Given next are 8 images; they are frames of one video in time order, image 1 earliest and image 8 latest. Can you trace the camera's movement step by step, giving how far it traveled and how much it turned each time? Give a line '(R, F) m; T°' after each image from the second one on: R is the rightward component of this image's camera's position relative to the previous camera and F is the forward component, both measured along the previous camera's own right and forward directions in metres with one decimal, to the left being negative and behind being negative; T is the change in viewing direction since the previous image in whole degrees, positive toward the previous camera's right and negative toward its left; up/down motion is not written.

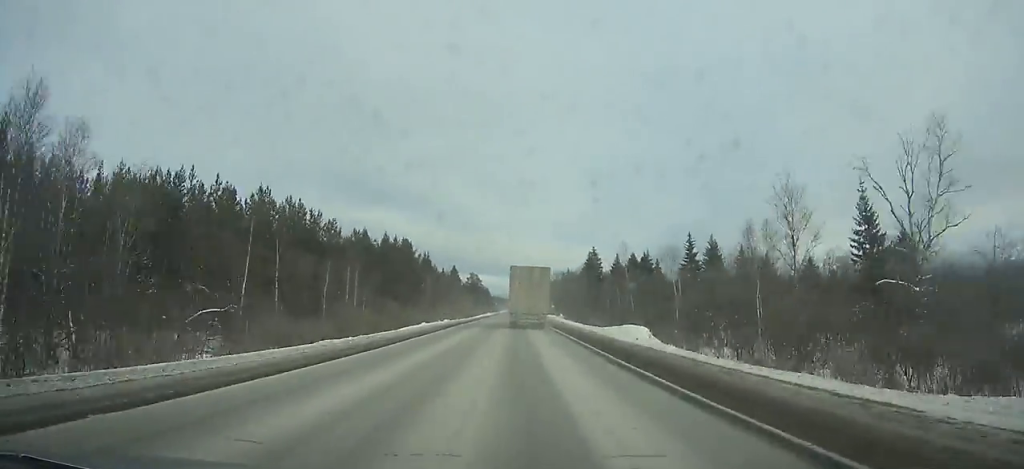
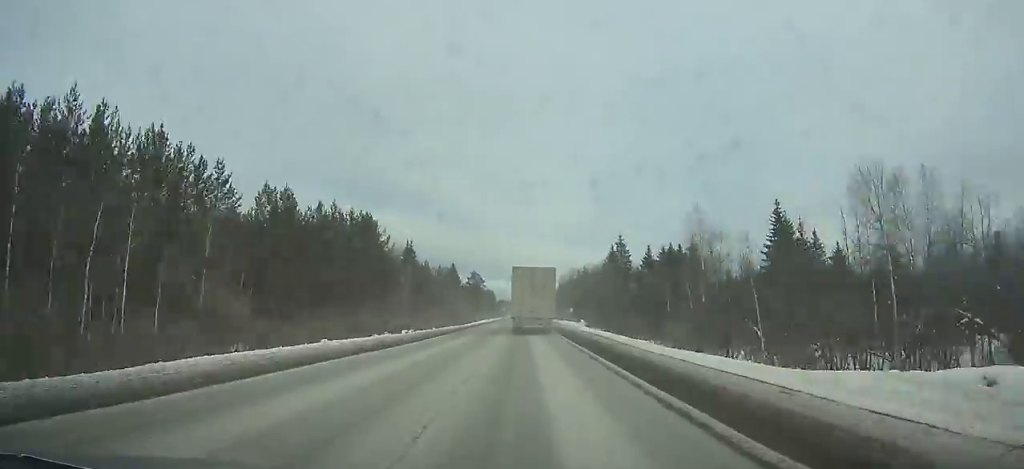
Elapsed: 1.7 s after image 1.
(+0.2, +35.4) m; 0°
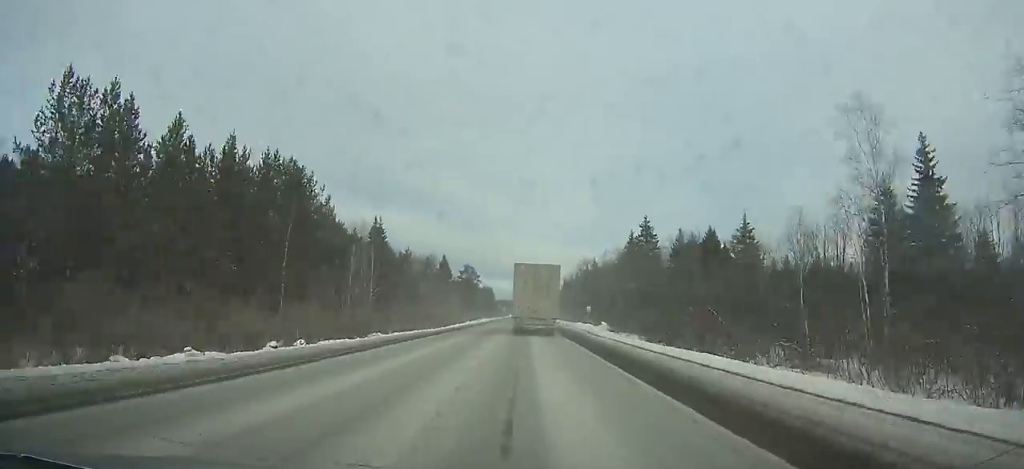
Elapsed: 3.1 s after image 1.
(-0.1, +28.7) m; 0°
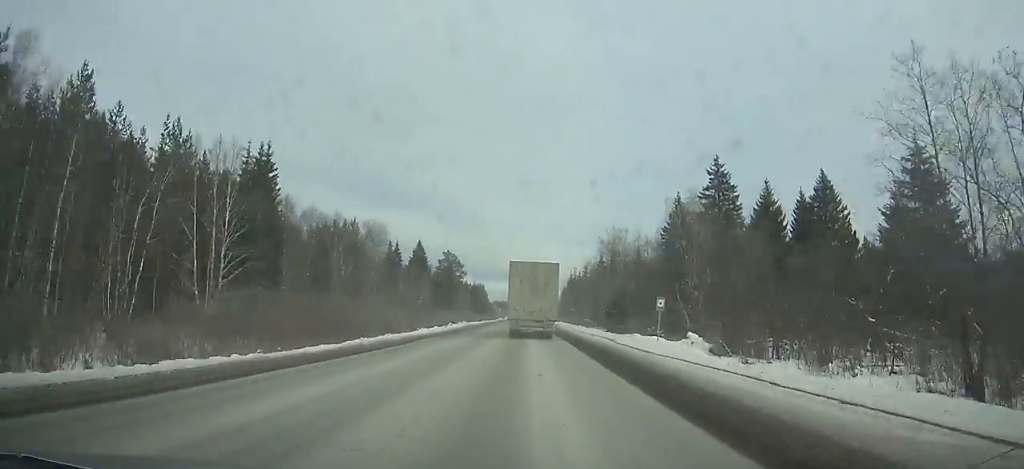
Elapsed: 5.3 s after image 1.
(-0.1, +44.8) m; 0°
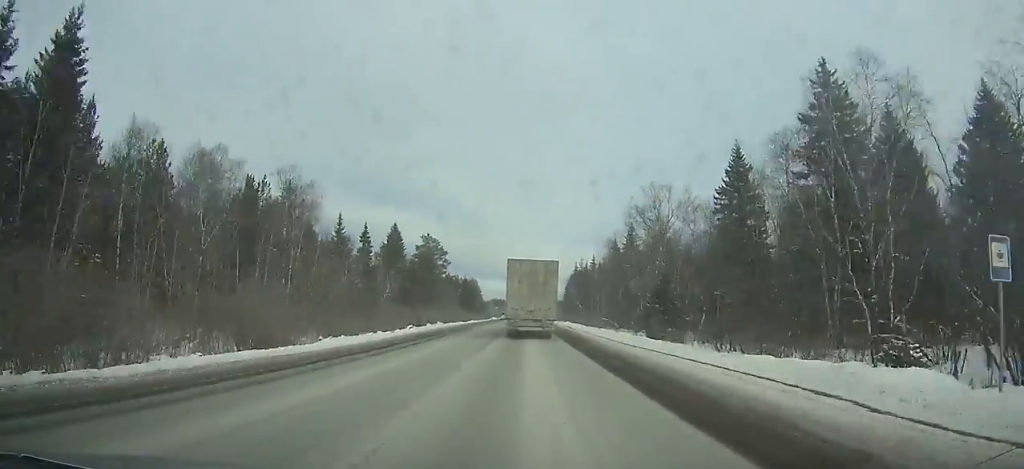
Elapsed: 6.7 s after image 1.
(0.0, +28.2) m; 0°
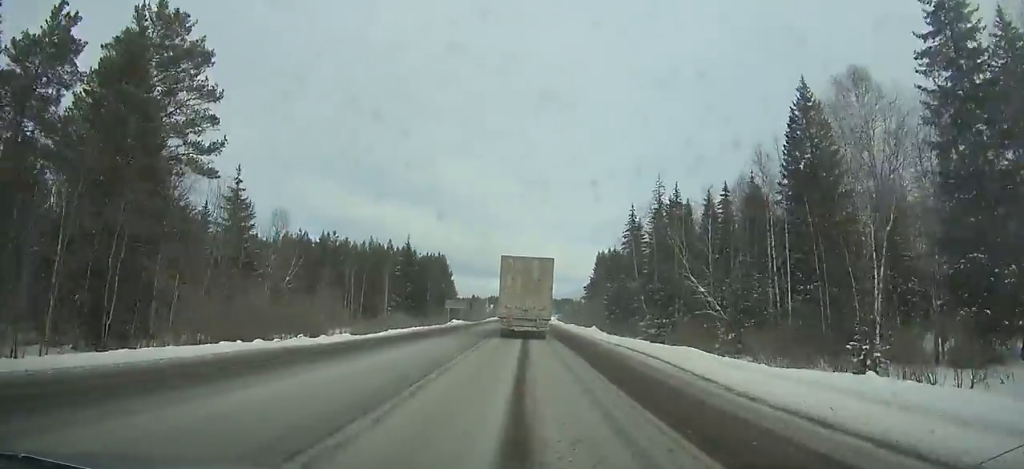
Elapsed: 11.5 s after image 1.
(-0.1, +95.3) m; 0°
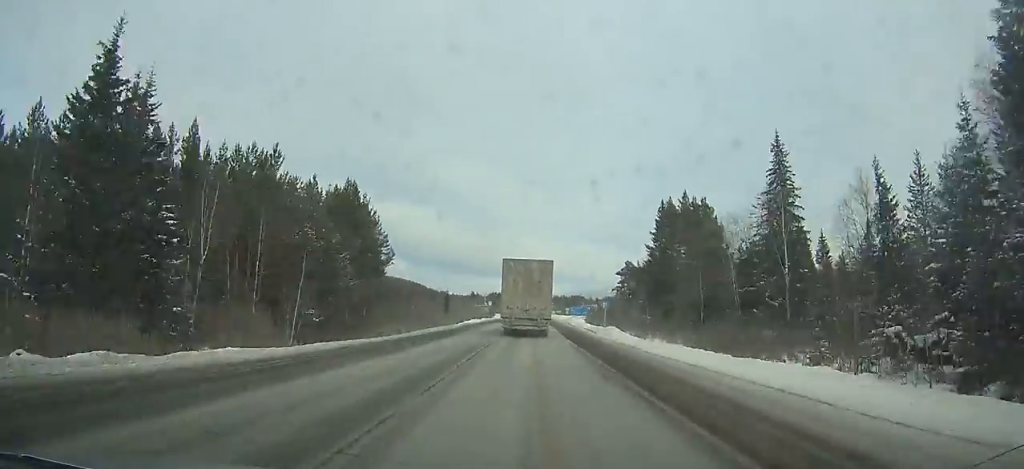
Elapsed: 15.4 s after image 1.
(-0.1, +77.1) m; 0°
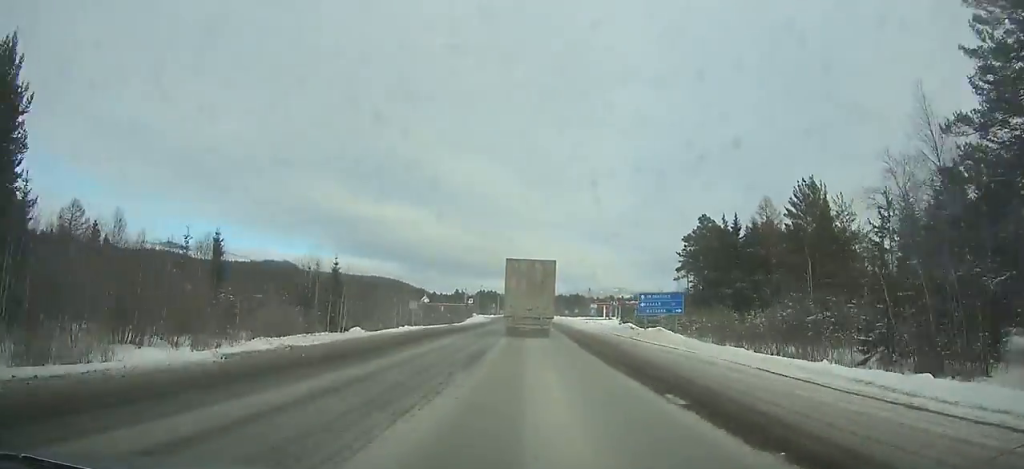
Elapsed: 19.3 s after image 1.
(+0.3, +77.7) m; 0°
